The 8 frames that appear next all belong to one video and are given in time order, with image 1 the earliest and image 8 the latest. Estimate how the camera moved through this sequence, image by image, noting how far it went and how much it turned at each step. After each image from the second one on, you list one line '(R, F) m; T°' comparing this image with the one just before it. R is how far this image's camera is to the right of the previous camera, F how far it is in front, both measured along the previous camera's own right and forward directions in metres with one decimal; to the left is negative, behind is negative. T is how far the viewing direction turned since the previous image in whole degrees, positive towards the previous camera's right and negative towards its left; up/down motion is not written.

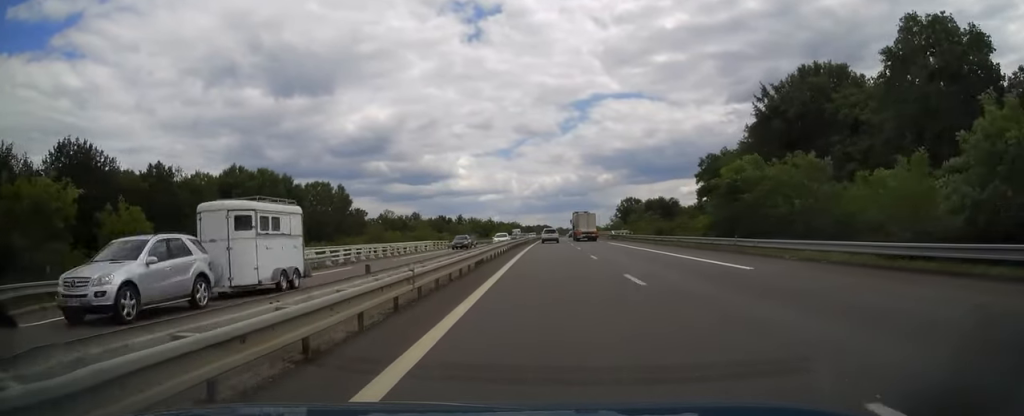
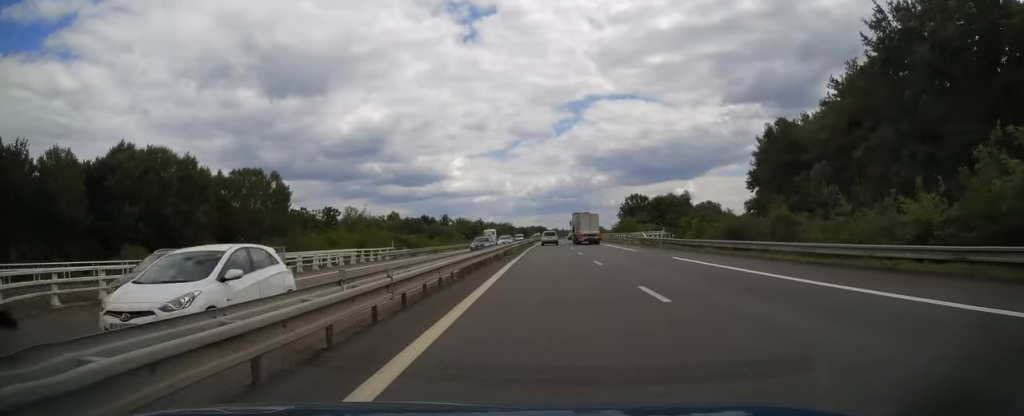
(+0.2, +29.0) m; 0°
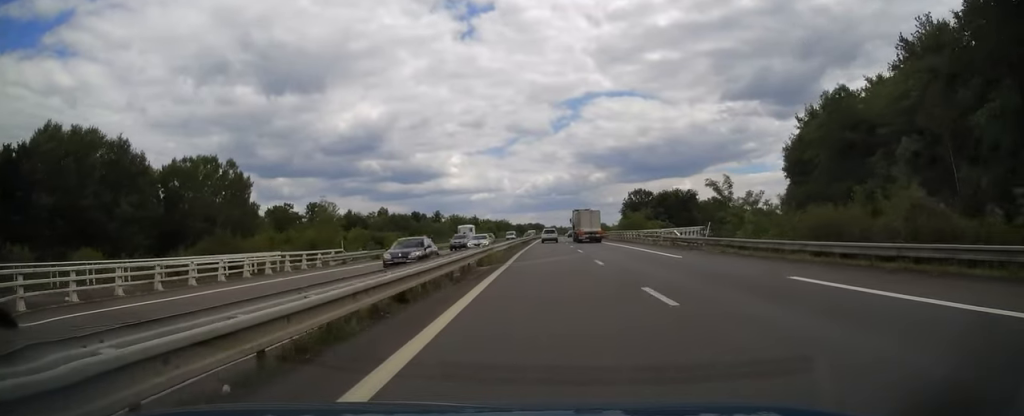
(0.0, +13.8) m; 0°
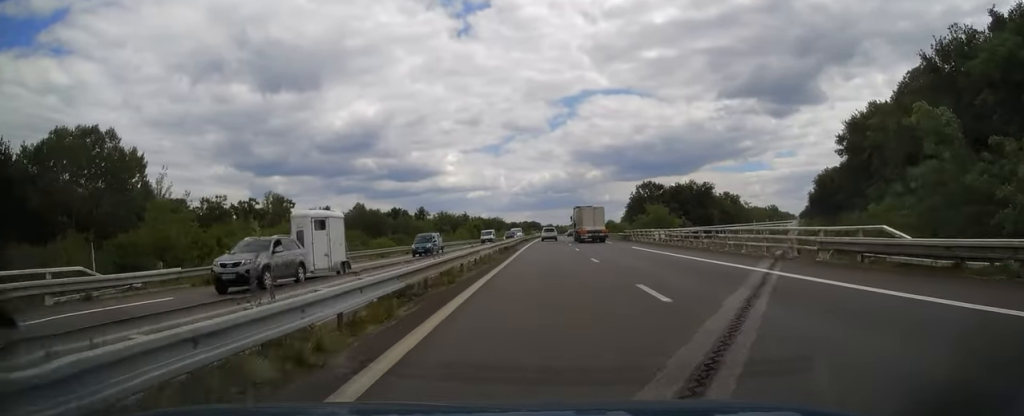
(0.0, +25.4) m; 0°
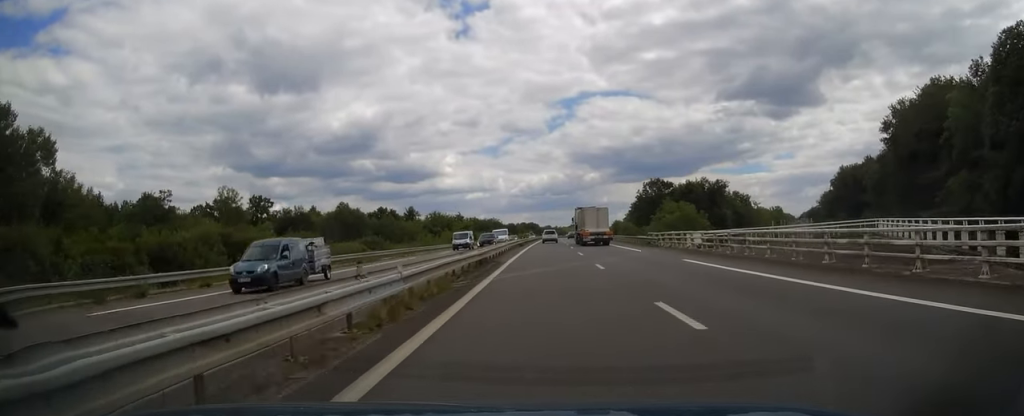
(-0.1, +15.3) m; 0°
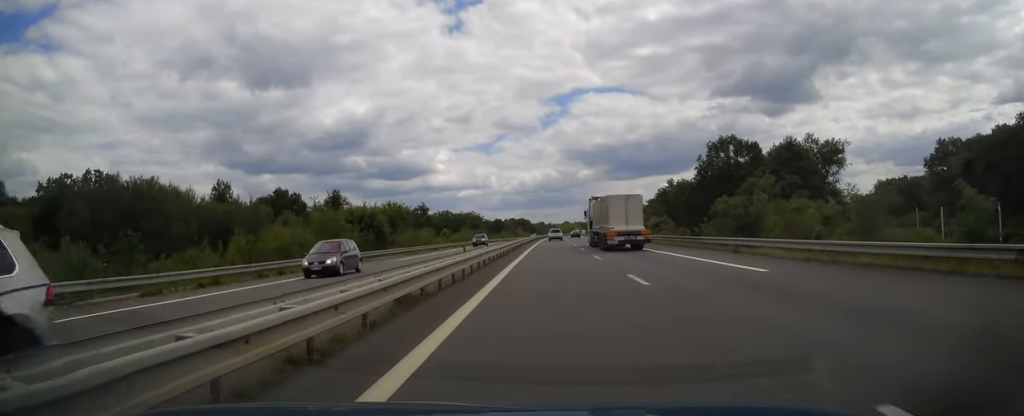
(+0.8, +71.7) m; +1°
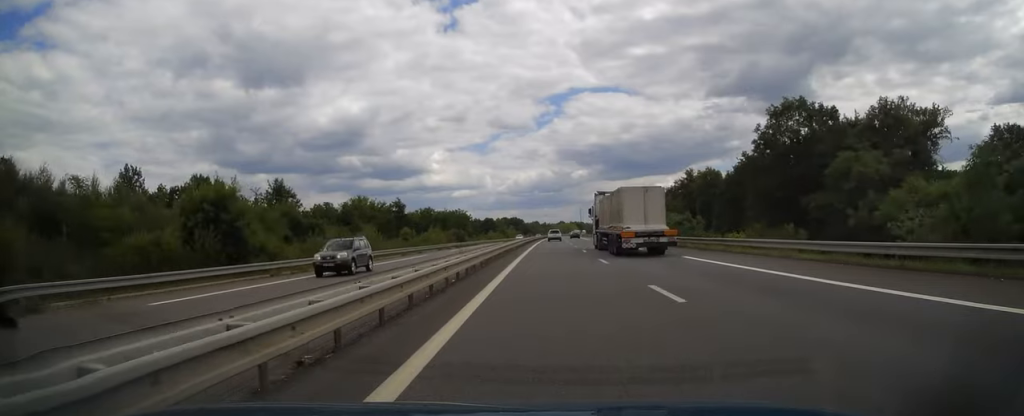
(0.0, +29.2) m; 0°
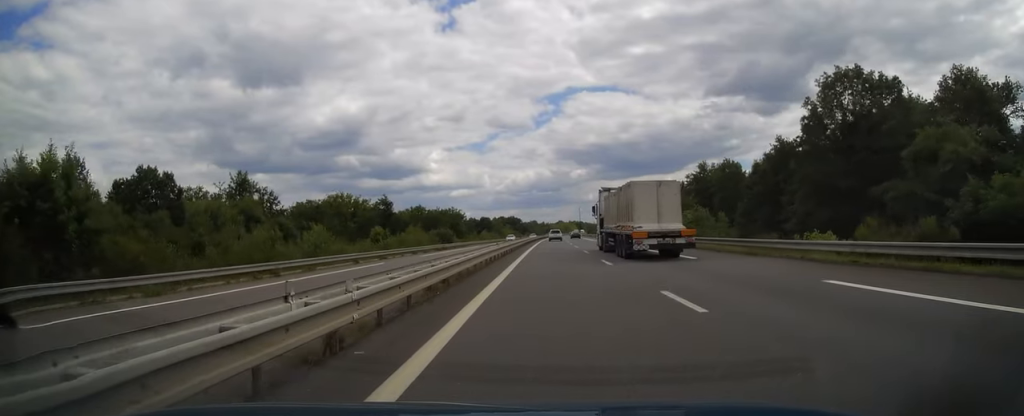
(+0.1, +14.1) m; 0°
